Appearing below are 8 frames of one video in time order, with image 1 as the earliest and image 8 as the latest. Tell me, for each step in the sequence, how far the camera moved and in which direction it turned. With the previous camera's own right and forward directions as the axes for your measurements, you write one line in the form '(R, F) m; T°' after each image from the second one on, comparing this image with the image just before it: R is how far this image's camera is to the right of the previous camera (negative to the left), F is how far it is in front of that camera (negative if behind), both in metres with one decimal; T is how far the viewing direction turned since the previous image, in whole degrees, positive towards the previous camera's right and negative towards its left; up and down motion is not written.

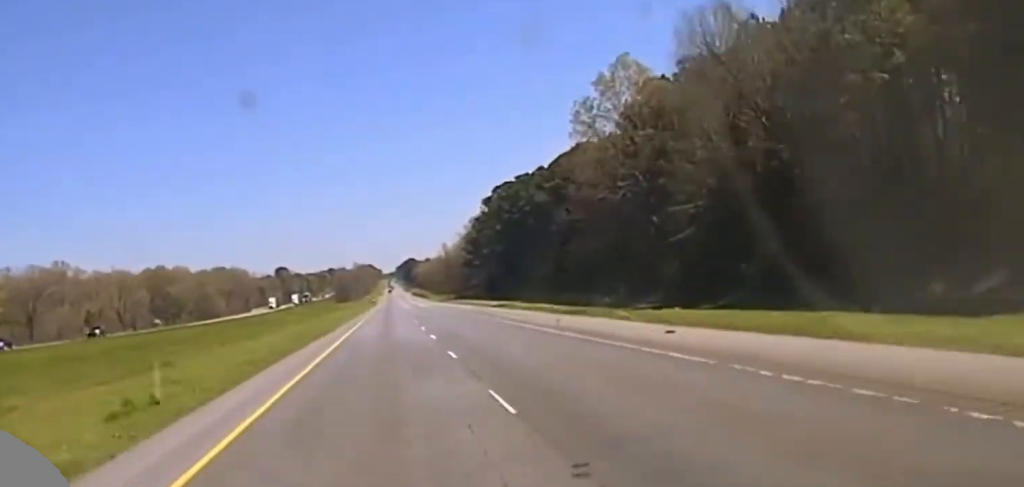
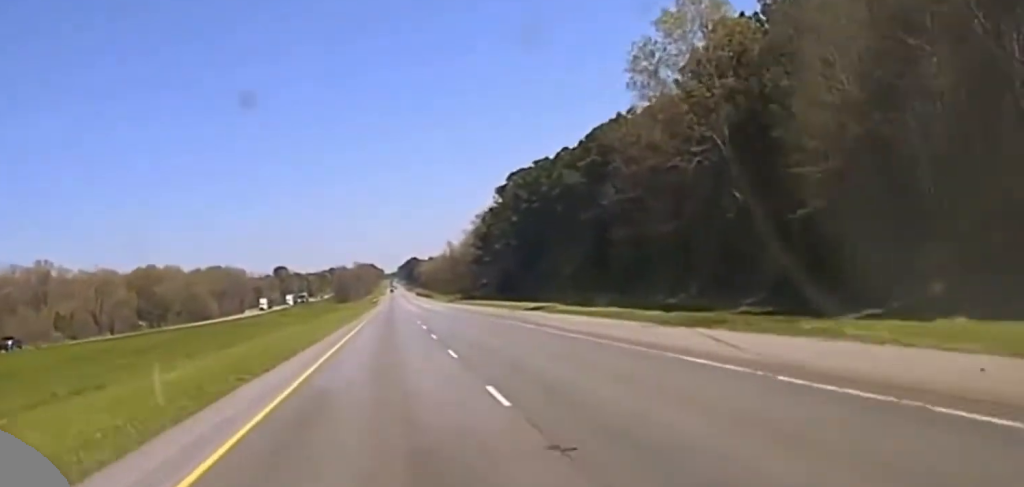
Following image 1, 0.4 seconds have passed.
(0.0, +23.4) m; 0°
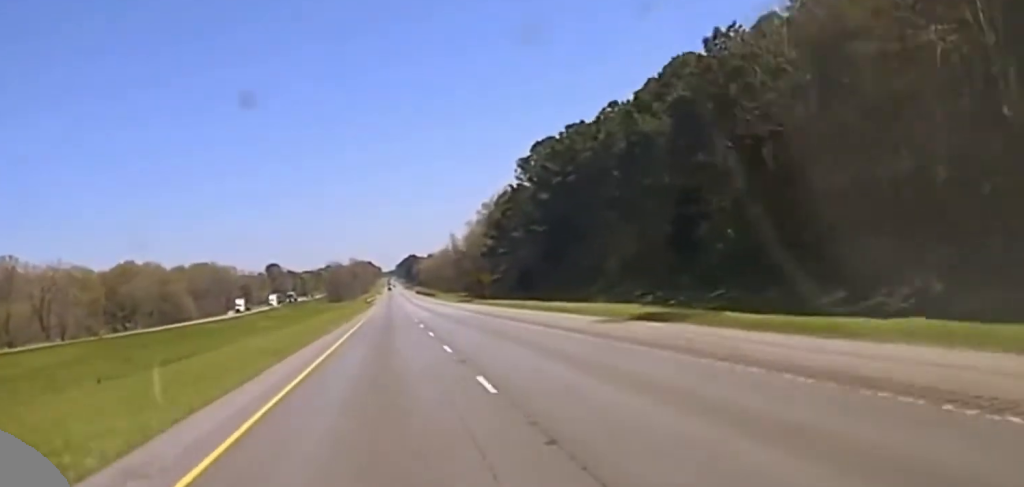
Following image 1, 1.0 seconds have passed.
(+0.2, +35.6) m; 0°
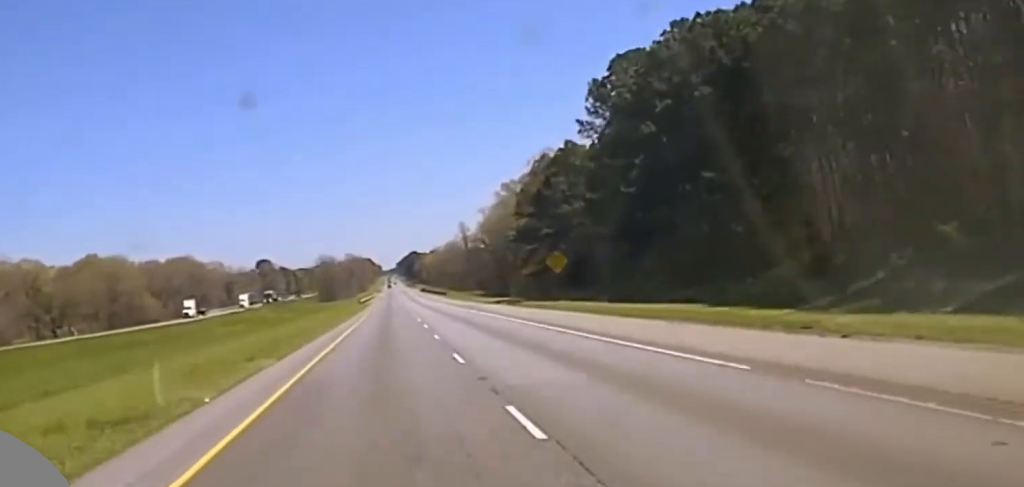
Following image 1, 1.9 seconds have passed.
(-0.2, +57.0) m; 0°
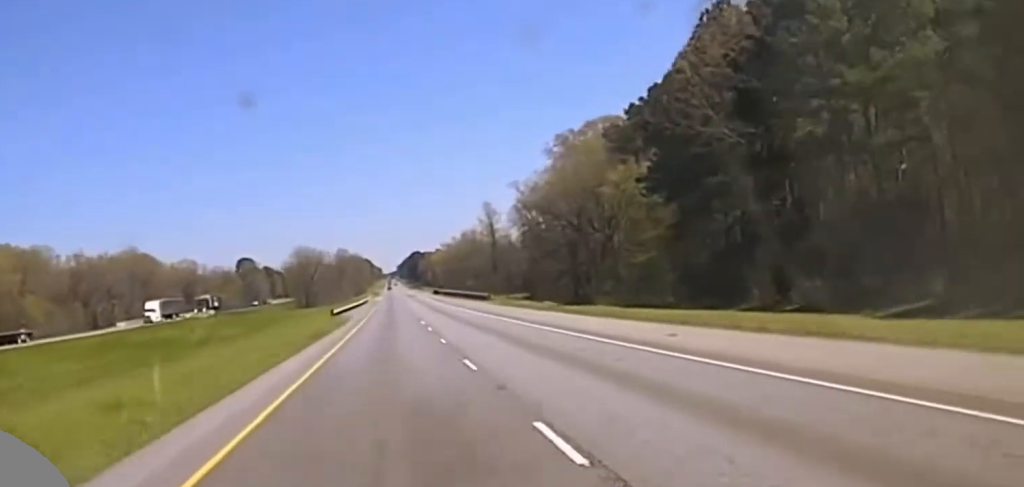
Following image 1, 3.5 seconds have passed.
(+0.1, +95.0) m; 0°
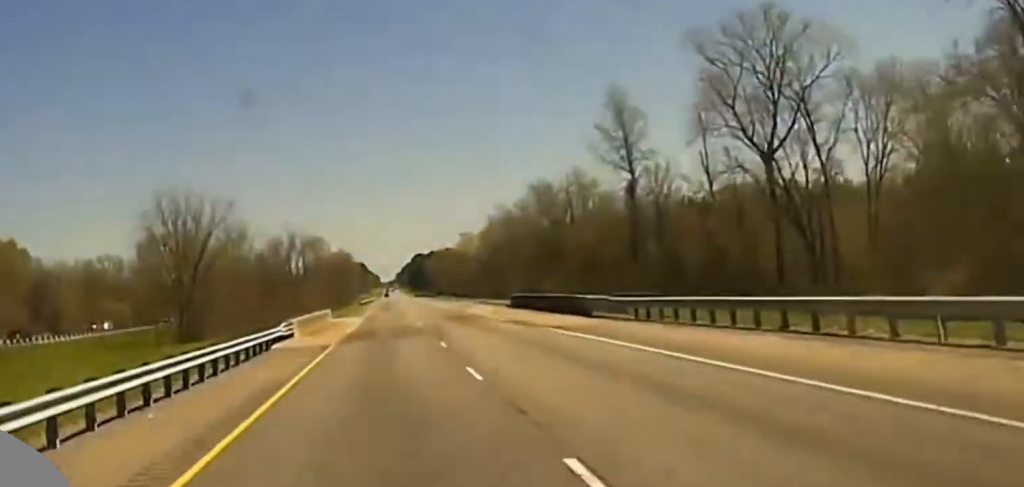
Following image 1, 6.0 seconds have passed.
(+0.7, +138.0) m; 0°
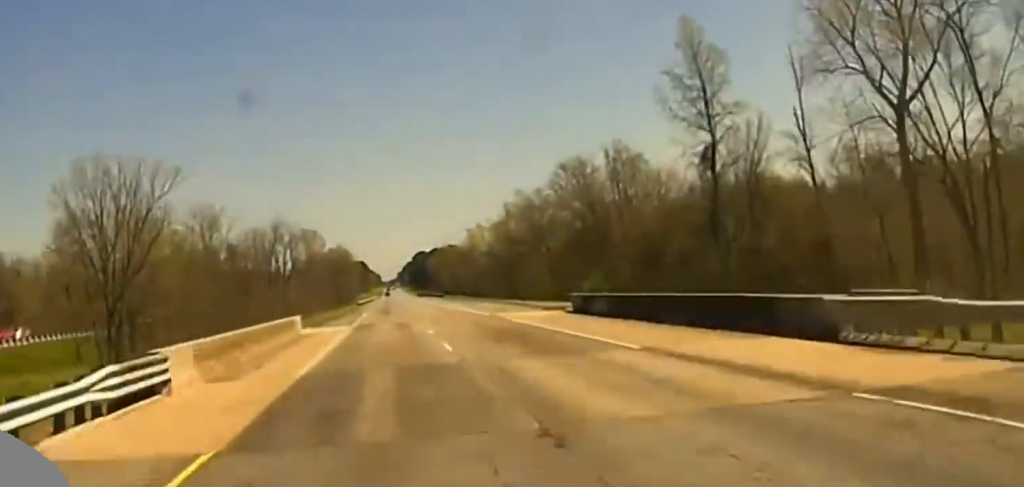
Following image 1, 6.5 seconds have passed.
(0.0, +26.5) m; 0°
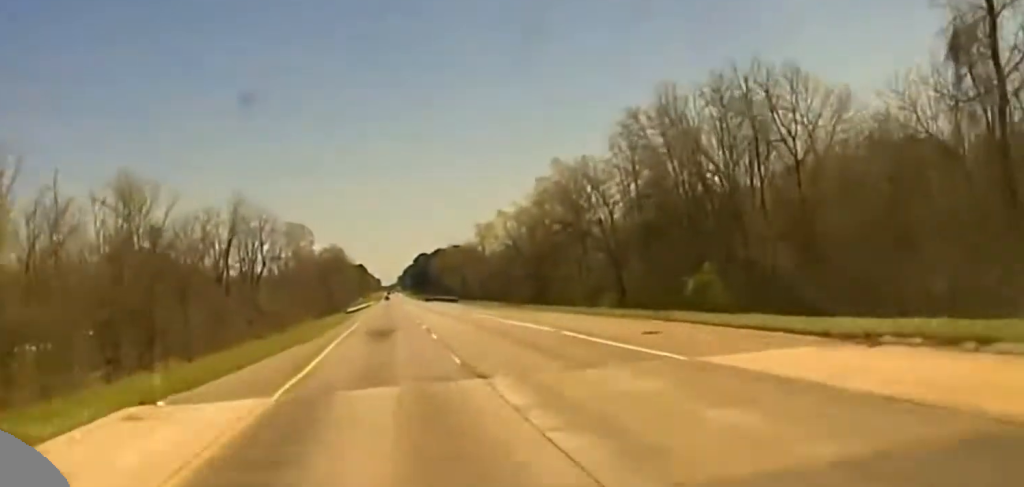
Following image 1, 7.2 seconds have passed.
(0.0, +42.1) m; 0°
